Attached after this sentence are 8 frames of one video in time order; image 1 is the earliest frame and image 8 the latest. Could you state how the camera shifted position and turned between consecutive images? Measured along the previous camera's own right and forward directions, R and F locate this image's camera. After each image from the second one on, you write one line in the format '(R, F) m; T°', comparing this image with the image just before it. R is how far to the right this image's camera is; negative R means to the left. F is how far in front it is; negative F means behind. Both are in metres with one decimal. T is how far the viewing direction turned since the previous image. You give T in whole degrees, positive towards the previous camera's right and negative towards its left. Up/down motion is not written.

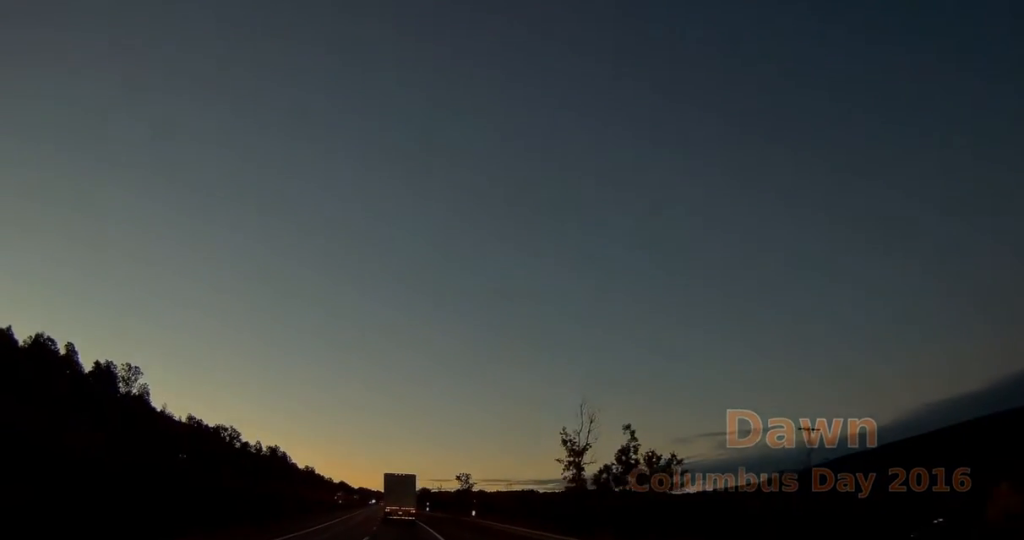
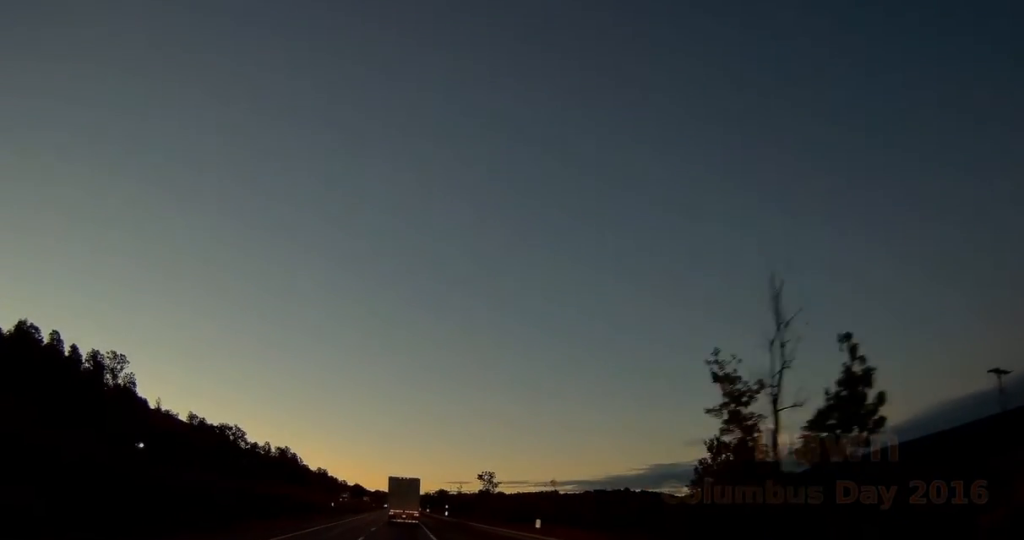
(-0.2, +21.6) m; -2°
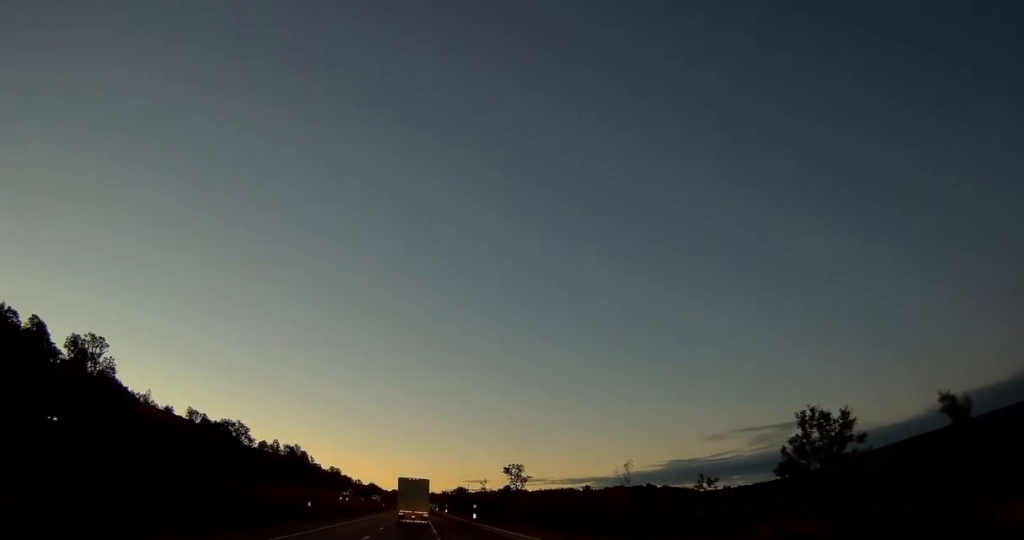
(-0.4, +22.8) m; -1°
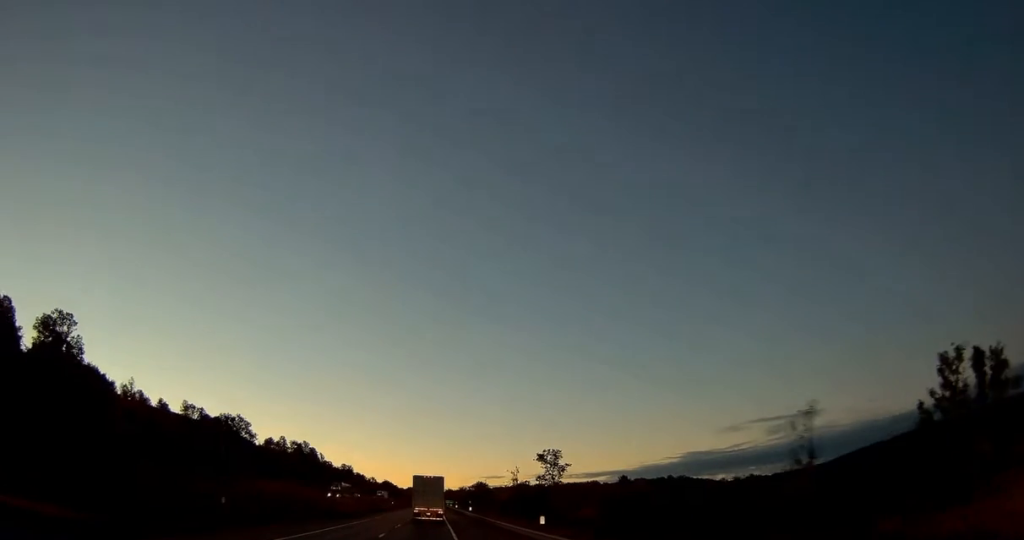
(-0.3, +25.3) m; -1°
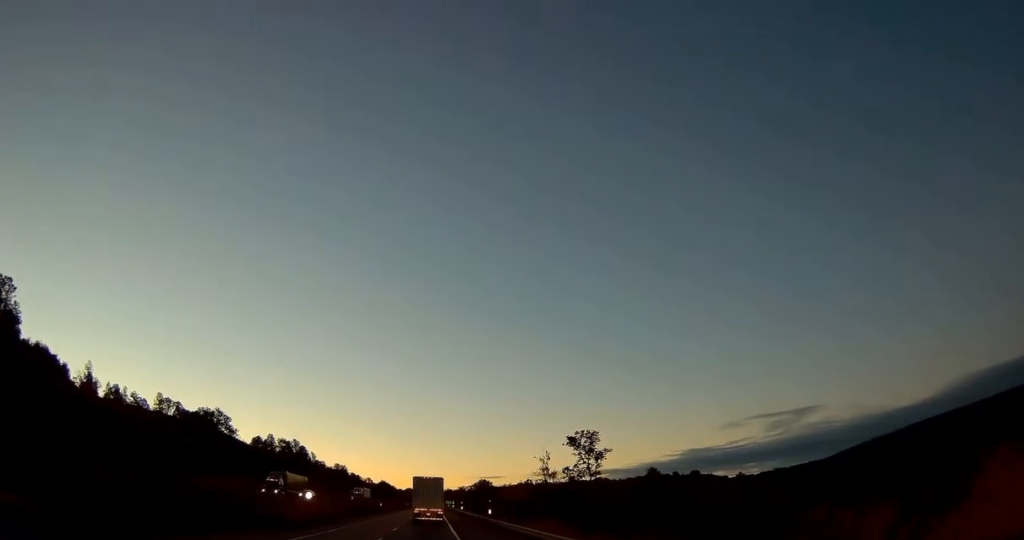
(-0.2, +27.6) m; 0°
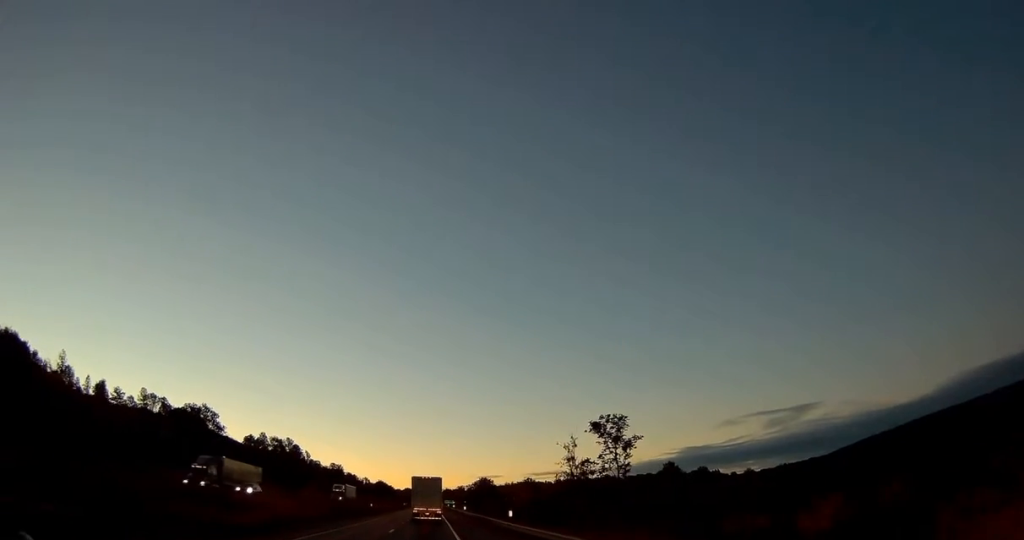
(0.0, +14.9) m; 0°
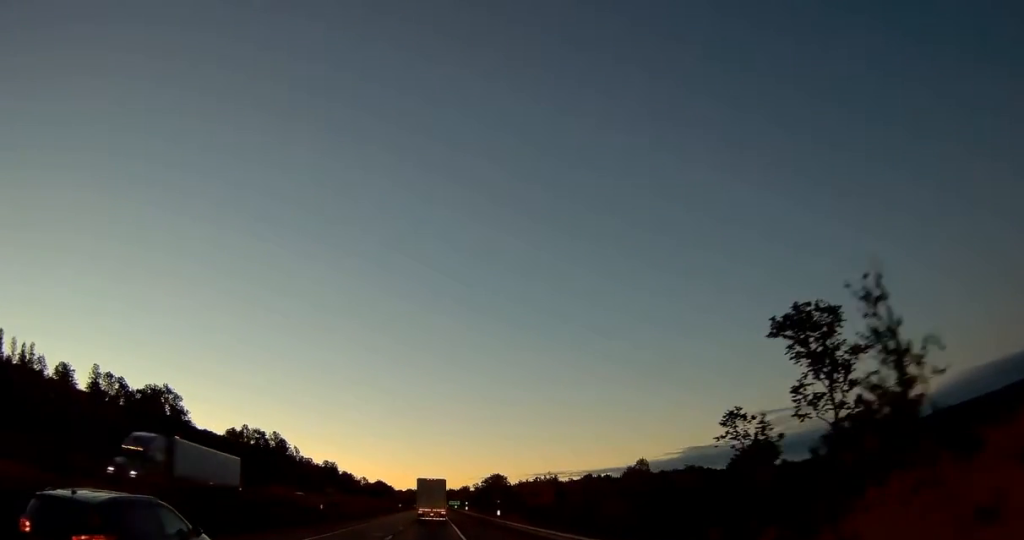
(0.0, +42.2) m; 0°
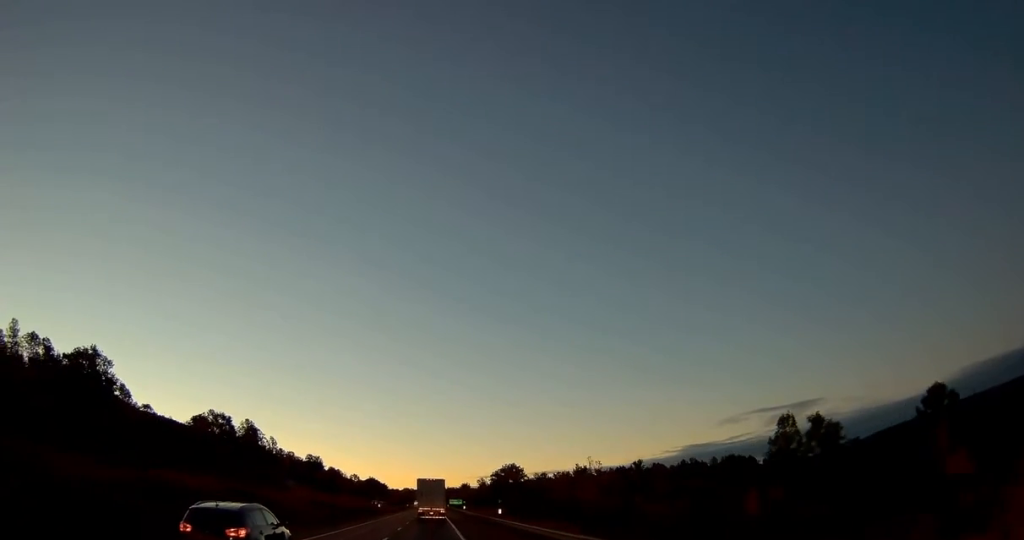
(+0.3, +51.4) m; 0°
